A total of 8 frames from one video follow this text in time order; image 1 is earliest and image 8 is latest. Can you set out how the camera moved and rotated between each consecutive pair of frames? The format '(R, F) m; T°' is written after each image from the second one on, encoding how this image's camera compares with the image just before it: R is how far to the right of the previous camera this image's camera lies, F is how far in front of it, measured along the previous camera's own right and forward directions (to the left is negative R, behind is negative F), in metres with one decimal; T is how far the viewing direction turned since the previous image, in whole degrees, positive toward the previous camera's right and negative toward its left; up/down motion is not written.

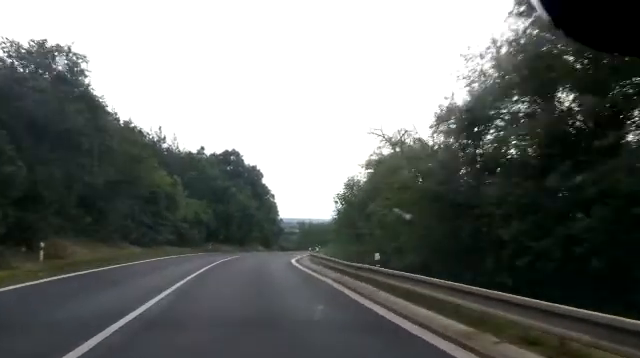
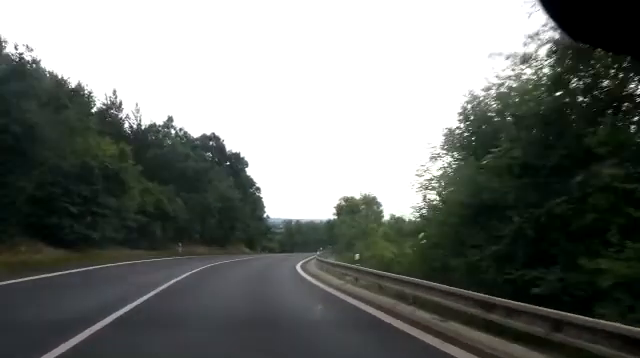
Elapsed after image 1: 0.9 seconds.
(+0.5, +13.0) m; +3°
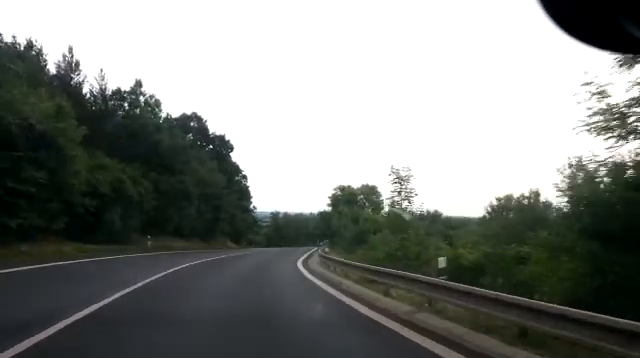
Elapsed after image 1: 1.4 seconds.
(+0.1, +7.6) m; +1°
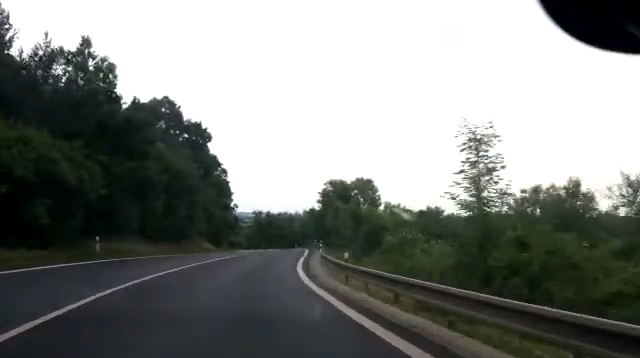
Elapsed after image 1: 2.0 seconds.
(+0.1, +7.6) m; +2°
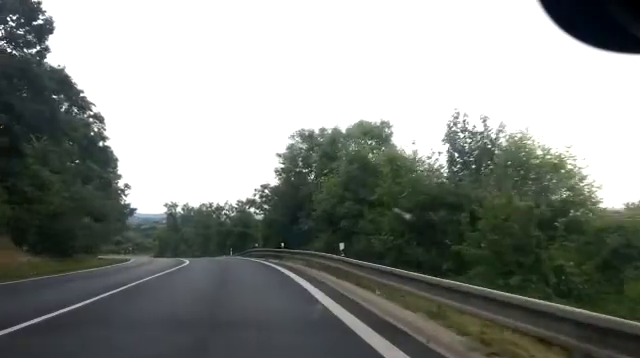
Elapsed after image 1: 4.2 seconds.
(+2.2, +30.7) m; +7°
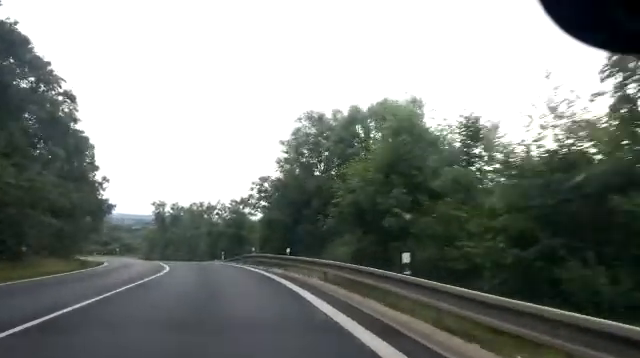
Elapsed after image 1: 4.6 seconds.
(-0.1, +5.9) m; +1°
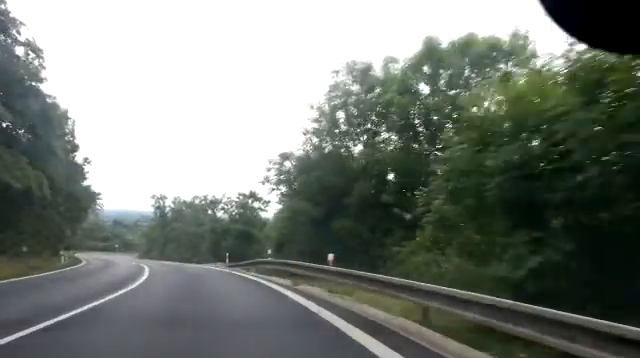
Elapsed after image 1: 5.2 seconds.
(+0.1, +7.9) m; 0°
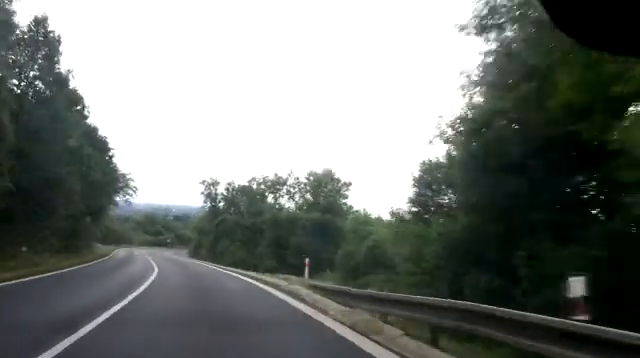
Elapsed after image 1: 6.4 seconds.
(-0.1, +15.1) m; -2°
